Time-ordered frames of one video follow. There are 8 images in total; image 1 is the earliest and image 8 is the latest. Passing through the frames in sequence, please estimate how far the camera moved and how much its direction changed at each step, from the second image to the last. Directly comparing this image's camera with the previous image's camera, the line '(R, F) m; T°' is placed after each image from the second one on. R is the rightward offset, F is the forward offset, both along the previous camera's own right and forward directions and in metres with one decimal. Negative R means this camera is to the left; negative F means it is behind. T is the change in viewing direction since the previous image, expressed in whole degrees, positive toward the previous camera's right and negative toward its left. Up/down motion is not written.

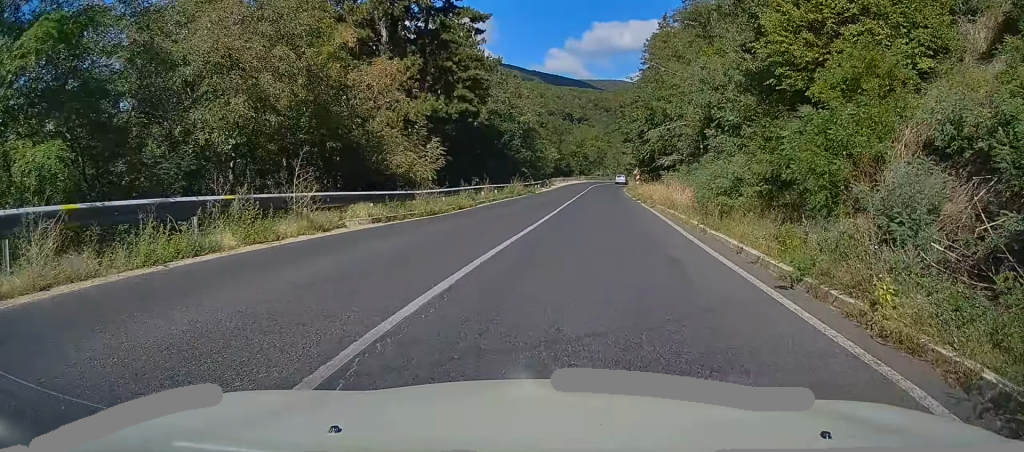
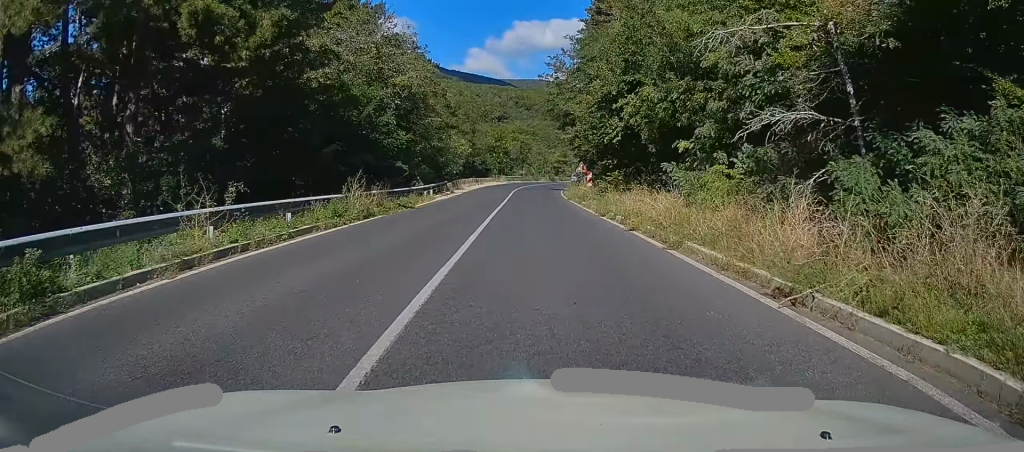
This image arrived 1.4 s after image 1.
(+2.4, +21.5) m; +9°
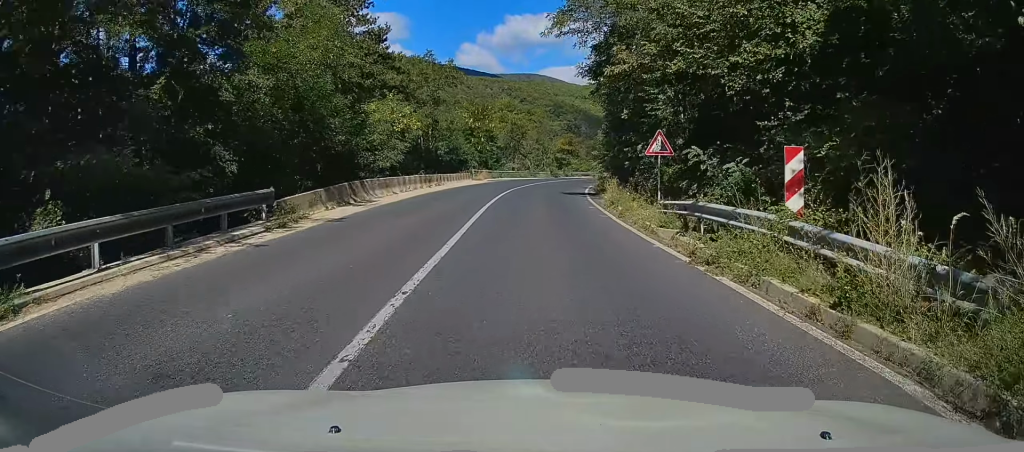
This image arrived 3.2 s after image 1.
(+1.2, +28.8) m; +3°
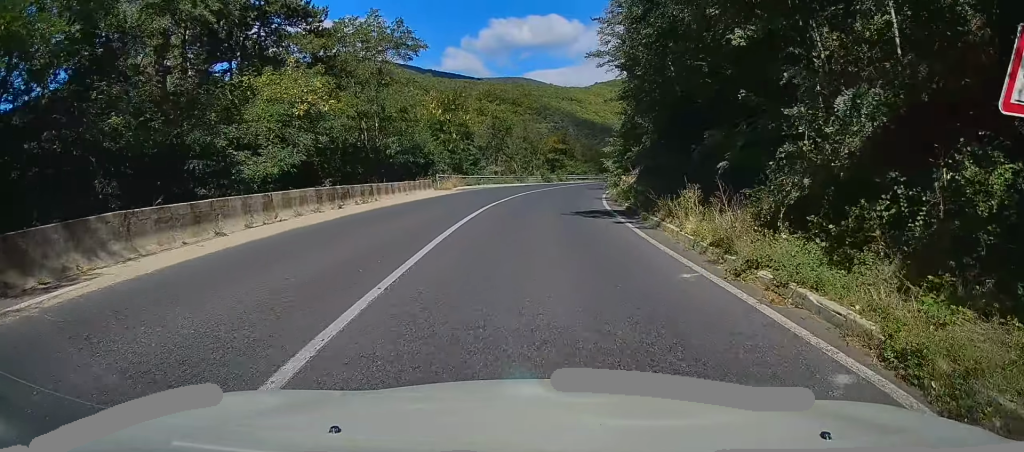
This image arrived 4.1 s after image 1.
(0.0, +15.3) m; 0°
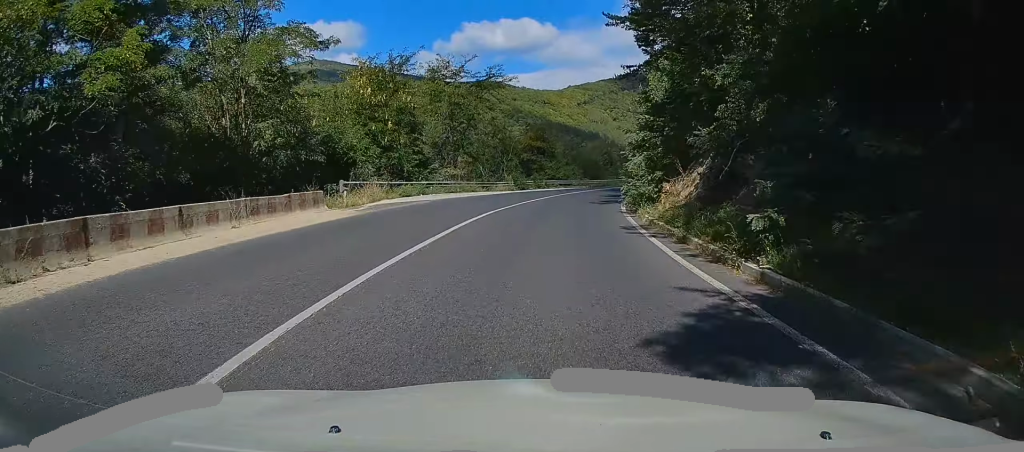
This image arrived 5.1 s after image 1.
(0.0, +15.9) m; +3°
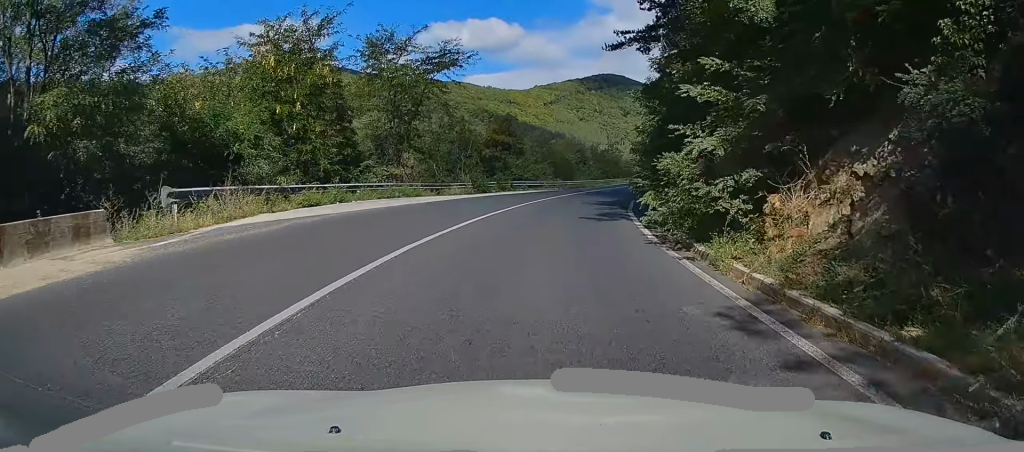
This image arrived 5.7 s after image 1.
(+0.4, +10.2) m; +3°
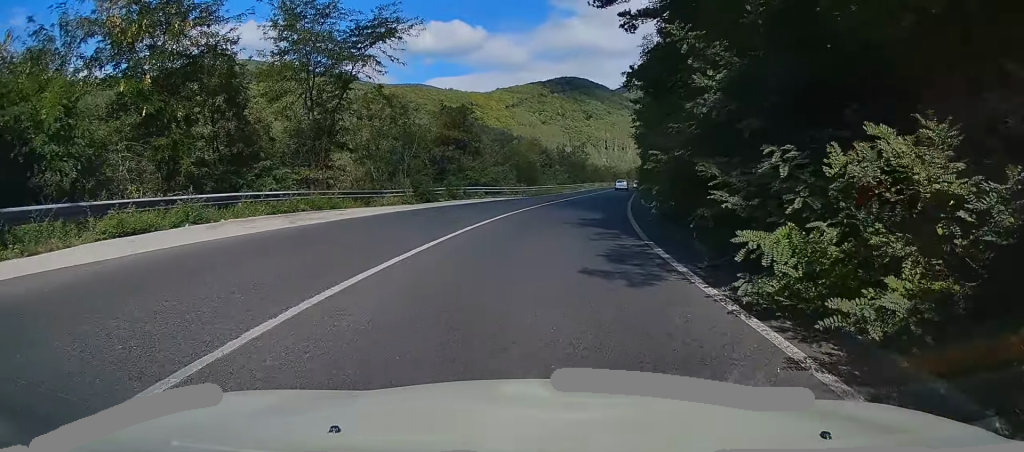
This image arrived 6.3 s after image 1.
(+0.2, +9.1) m; +2°
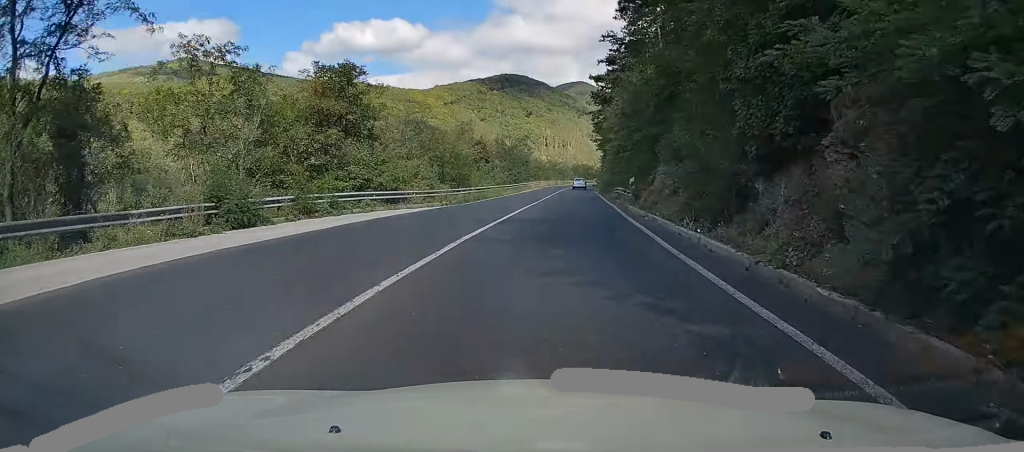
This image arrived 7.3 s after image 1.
(+0.7, +17.3) m; +4°
